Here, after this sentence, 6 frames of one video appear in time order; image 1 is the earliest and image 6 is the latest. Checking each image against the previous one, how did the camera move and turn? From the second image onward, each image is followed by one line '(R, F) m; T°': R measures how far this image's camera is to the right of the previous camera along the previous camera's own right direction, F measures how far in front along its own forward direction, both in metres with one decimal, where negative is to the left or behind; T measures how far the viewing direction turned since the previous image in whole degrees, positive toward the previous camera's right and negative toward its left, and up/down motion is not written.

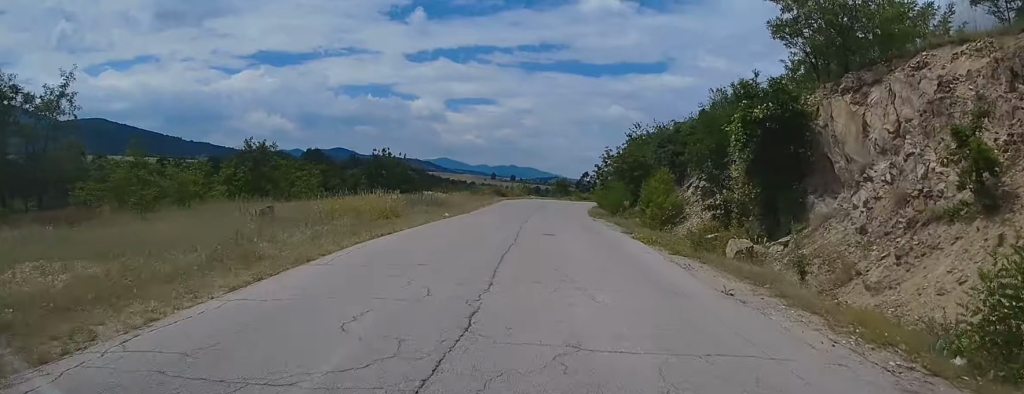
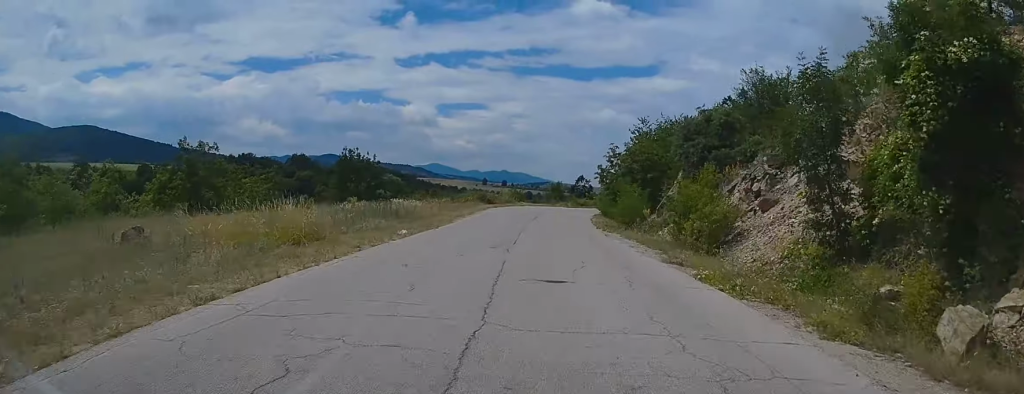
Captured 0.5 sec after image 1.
(+0.2, +8.7) m; +1°
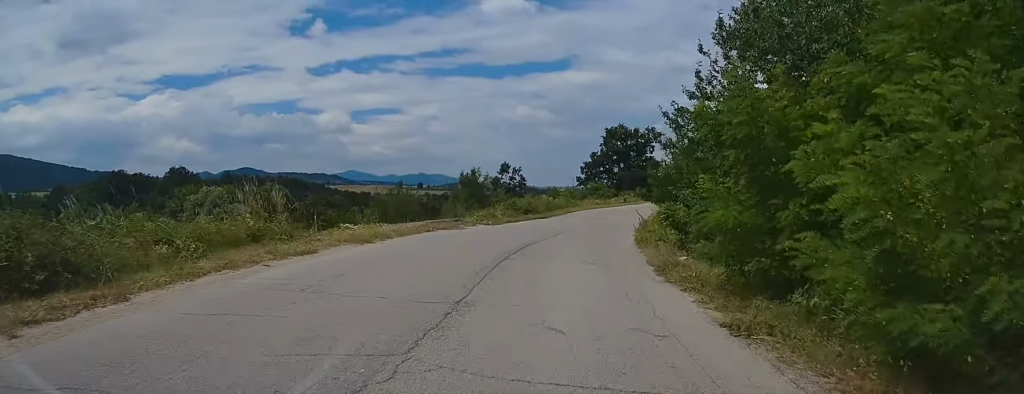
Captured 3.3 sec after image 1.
(+1.5, +44.1) m; +8°
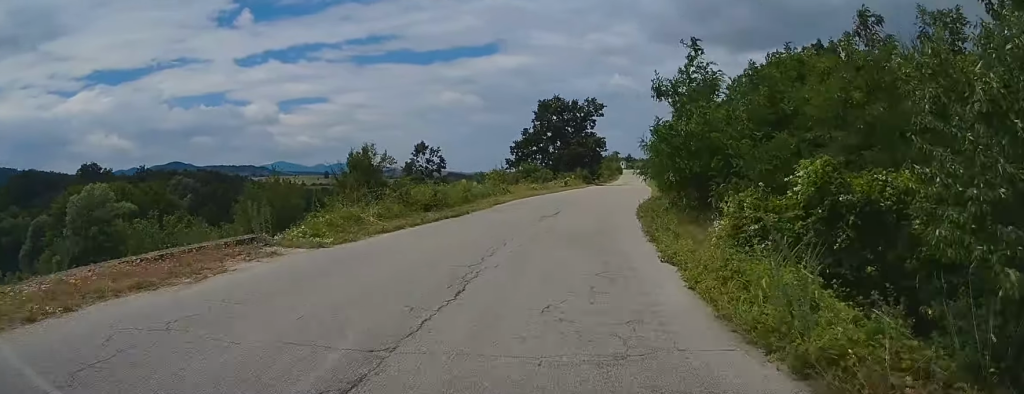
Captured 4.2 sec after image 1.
(+0.8, +14.4) m; +6°
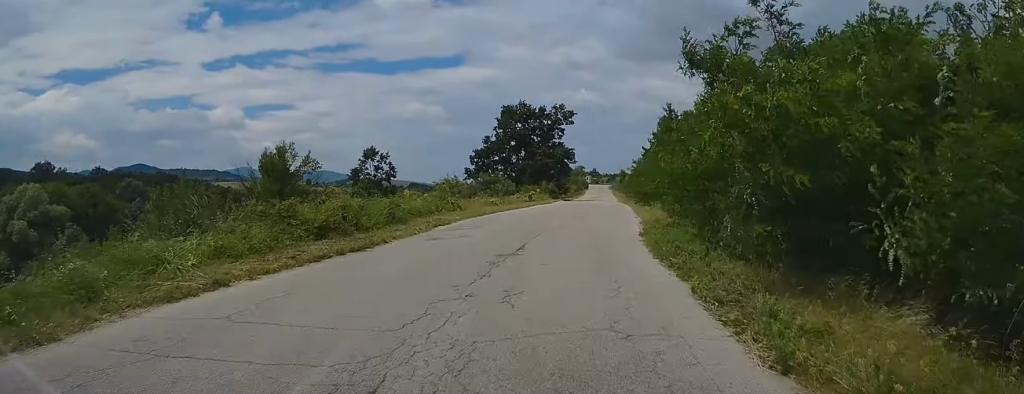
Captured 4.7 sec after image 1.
(+0.2, +8.0) m; +2°
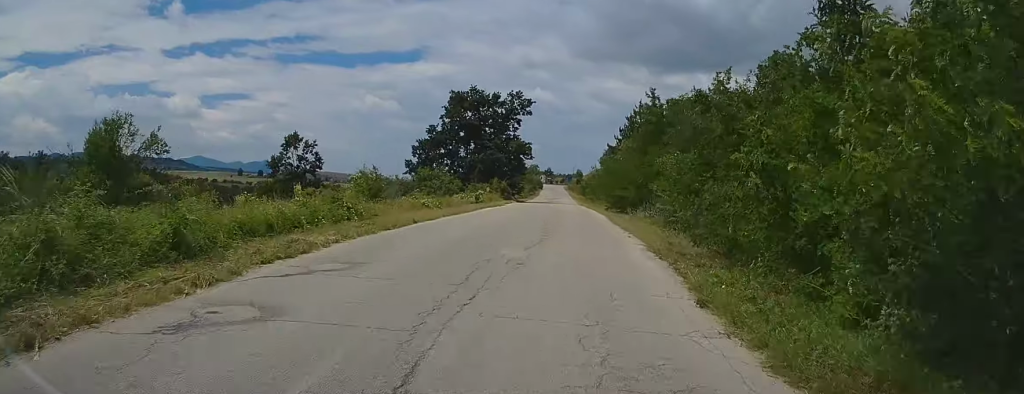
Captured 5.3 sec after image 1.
(+0.2, +10.2) m; +3°
